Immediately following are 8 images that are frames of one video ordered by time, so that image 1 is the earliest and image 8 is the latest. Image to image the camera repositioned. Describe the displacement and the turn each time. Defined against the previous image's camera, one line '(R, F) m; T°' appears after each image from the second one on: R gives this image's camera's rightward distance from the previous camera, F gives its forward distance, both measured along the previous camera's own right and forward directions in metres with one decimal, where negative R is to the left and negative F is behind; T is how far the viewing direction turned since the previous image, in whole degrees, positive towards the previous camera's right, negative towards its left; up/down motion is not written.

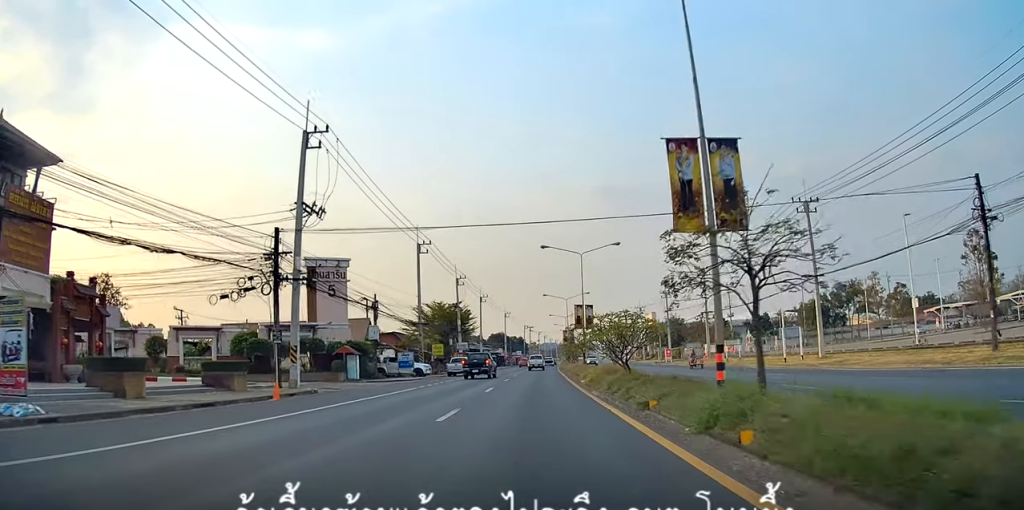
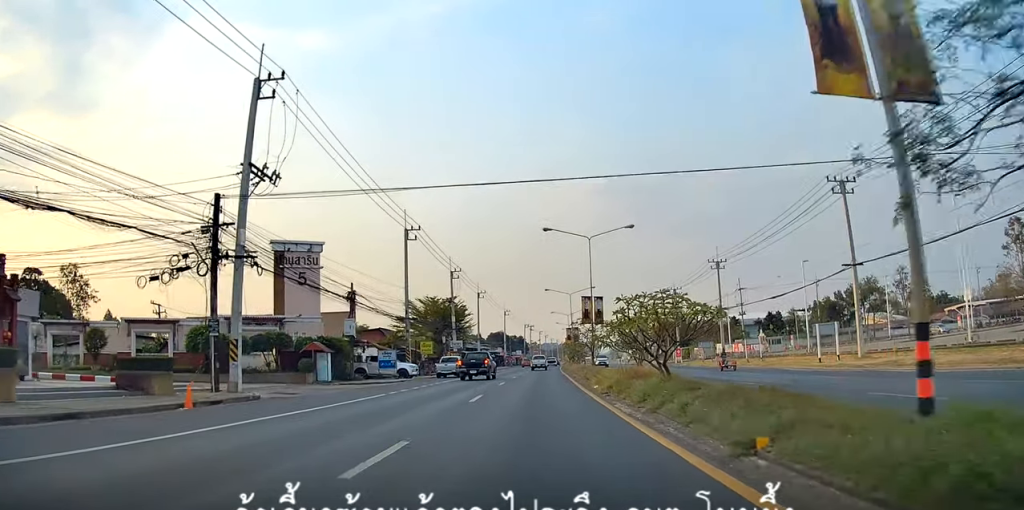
(0.0, +6.4) m; 0°
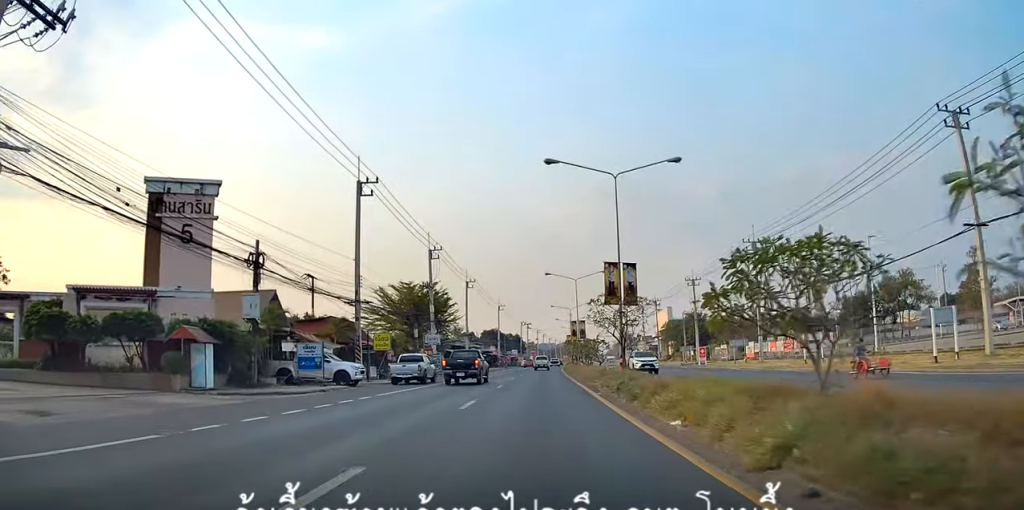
(0.0, +14.1) m; 0°
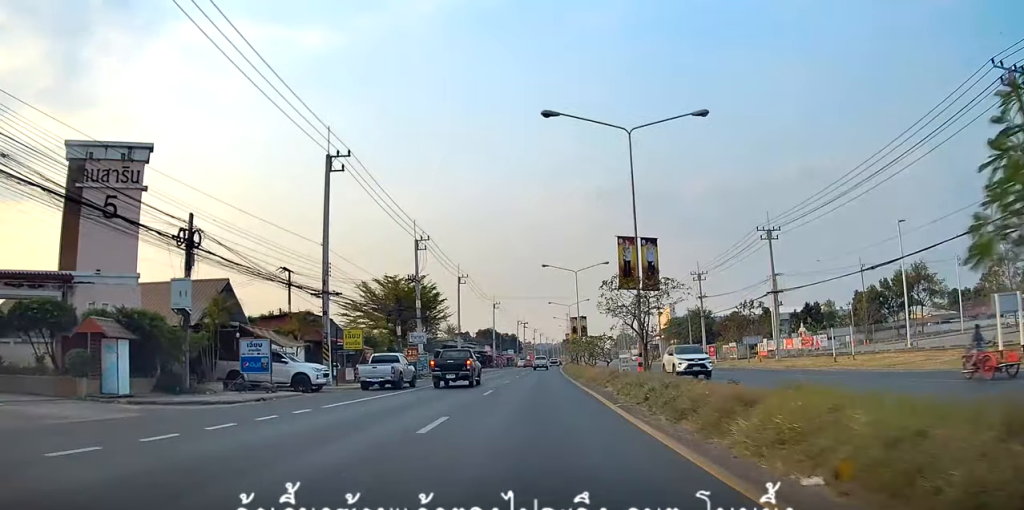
(0.0, +5.3) m; 0°
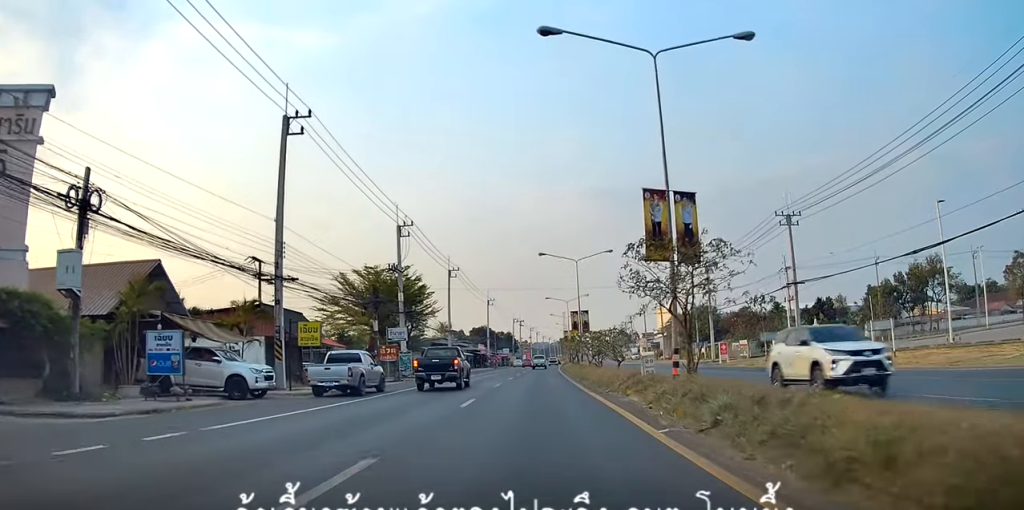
(0.0, +5.6) m; 0°
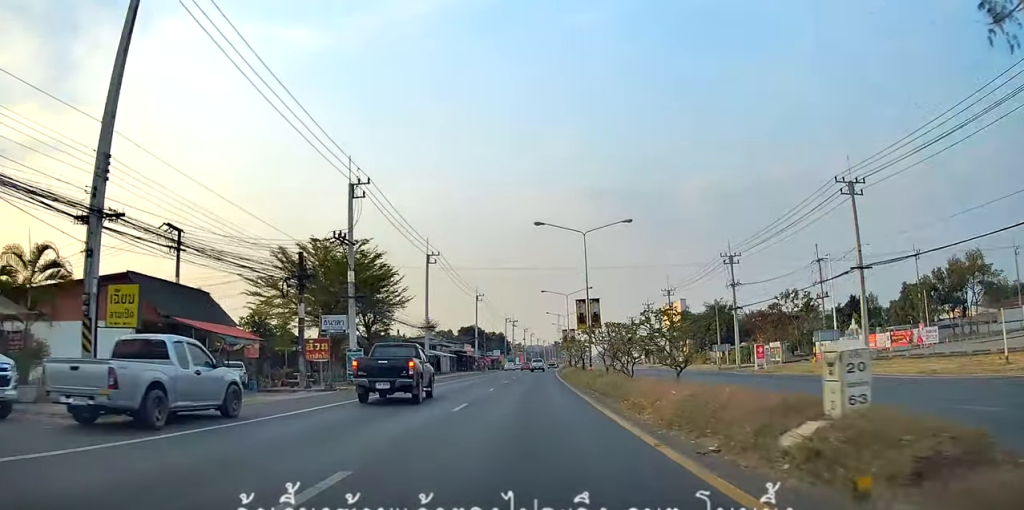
(0.0, +12.6) m; 0°
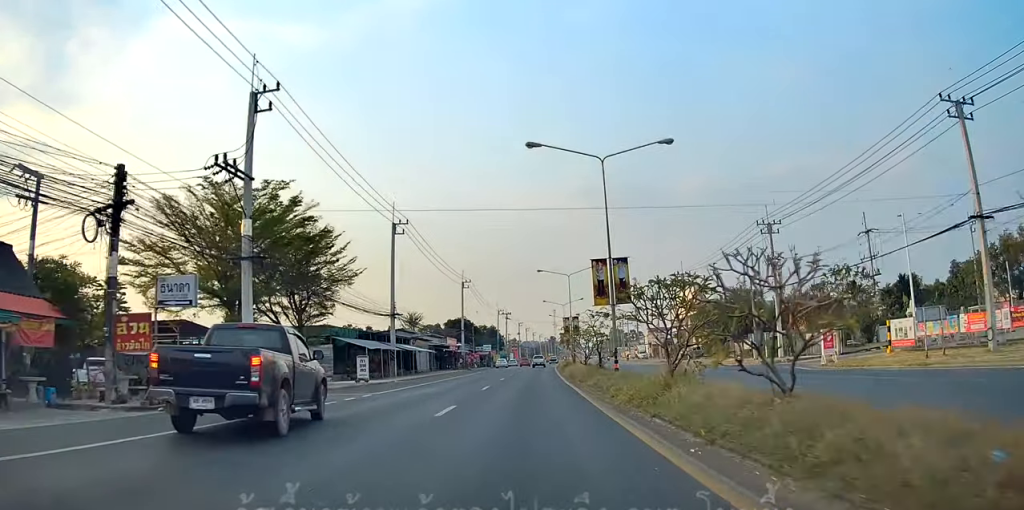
(0.0, +13.8) m; 0°
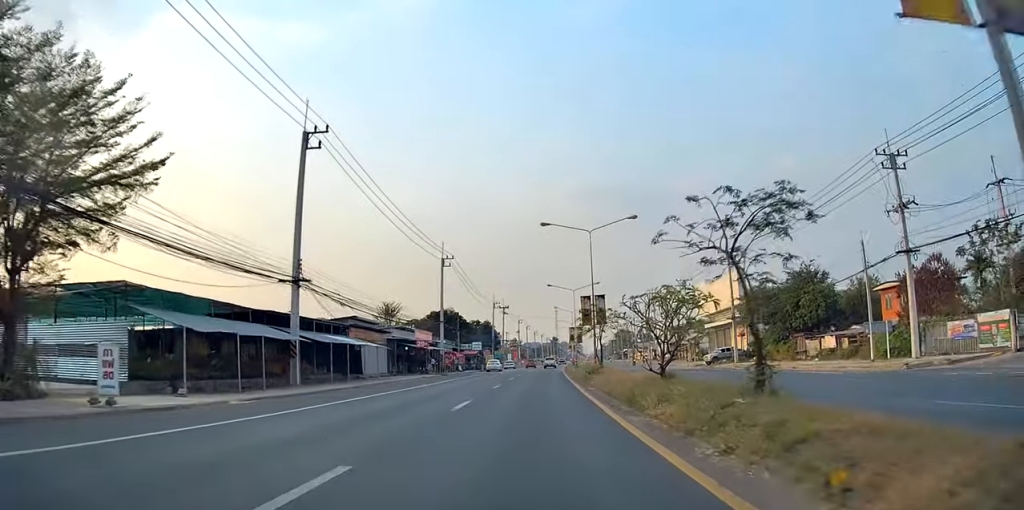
(-0.1, +21.7) m; 0°
